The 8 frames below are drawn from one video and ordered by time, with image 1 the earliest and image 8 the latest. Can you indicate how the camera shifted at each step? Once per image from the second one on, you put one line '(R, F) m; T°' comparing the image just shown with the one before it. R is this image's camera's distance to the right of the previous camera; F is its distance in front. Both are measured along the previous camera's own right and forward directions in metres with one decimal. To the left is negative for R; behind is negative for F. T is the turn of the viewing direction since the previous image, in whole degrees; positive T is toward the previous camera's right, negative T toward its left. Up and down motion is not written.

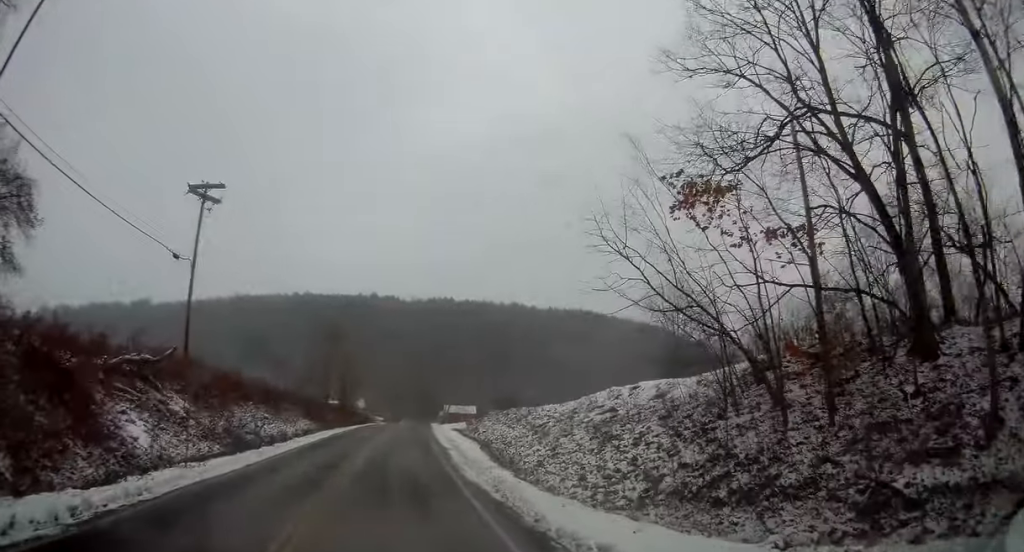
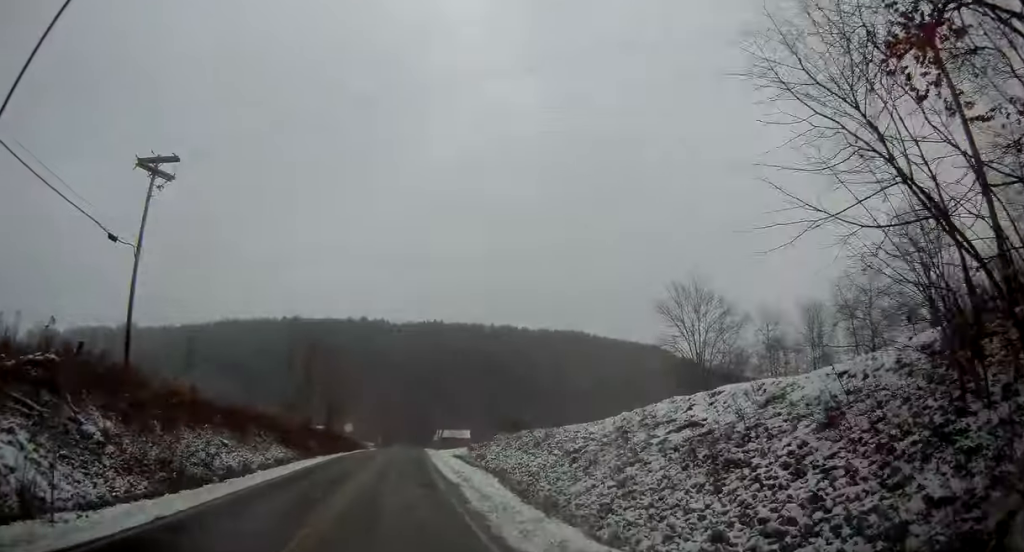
(+0.3, +7.5) m; +1°
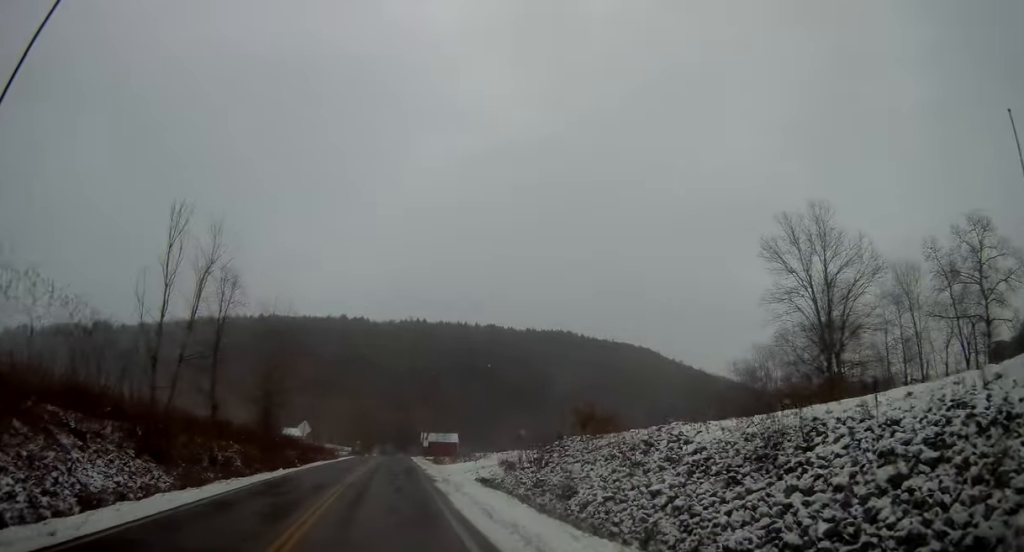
(-1.1, +22.1) m; 0°
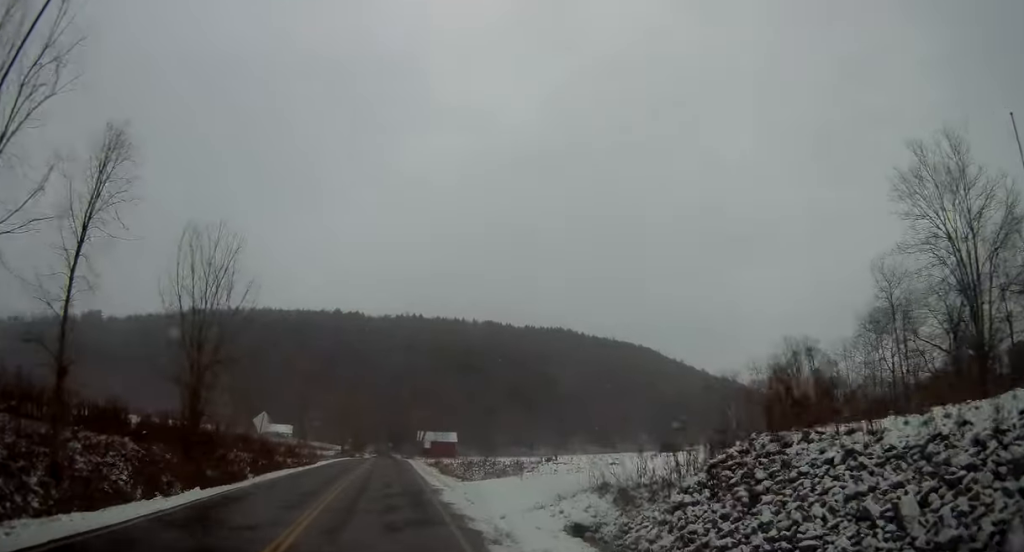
(+0.3, +14.4) m; -1°
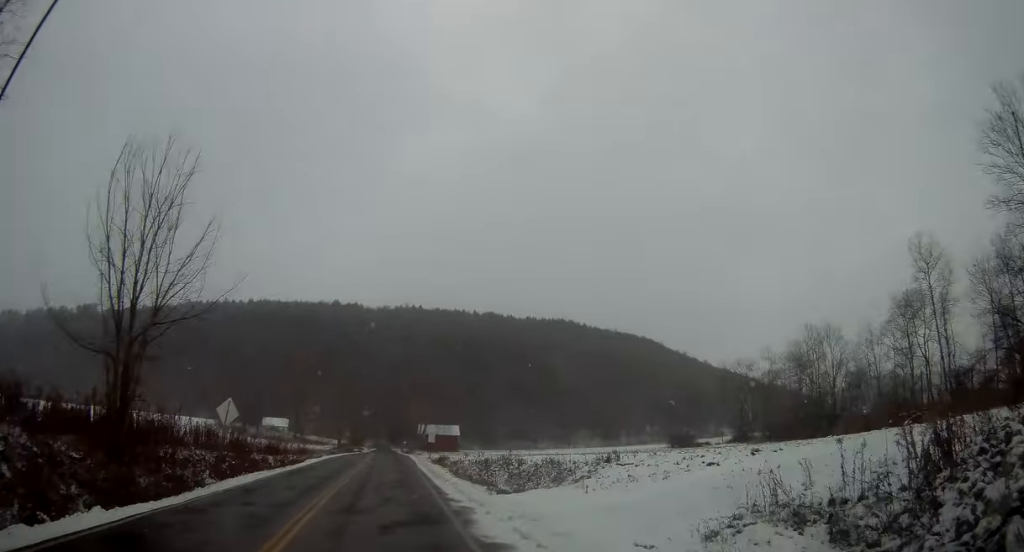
(-0.2, +7.6) m; -1°
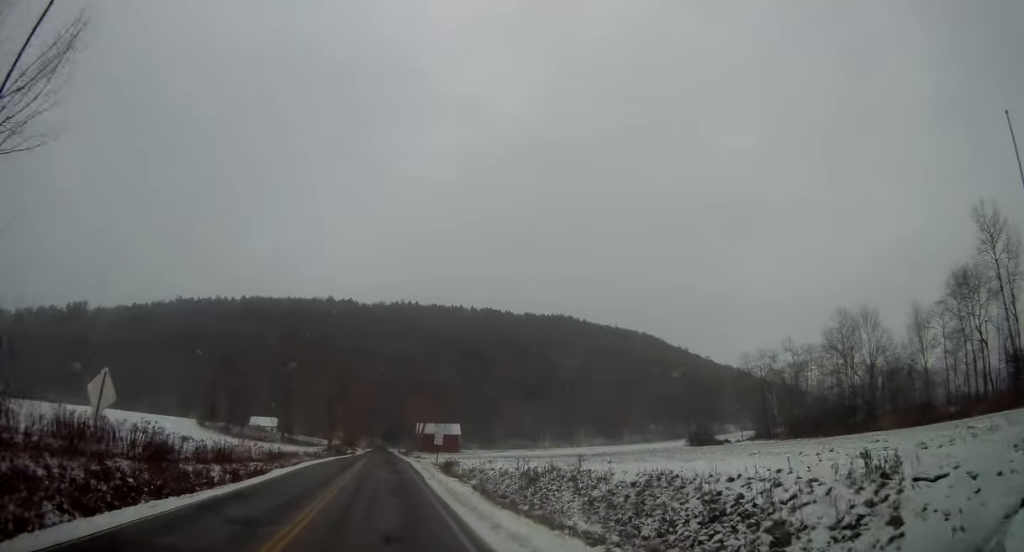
(0.0, +12.7) m; +2°
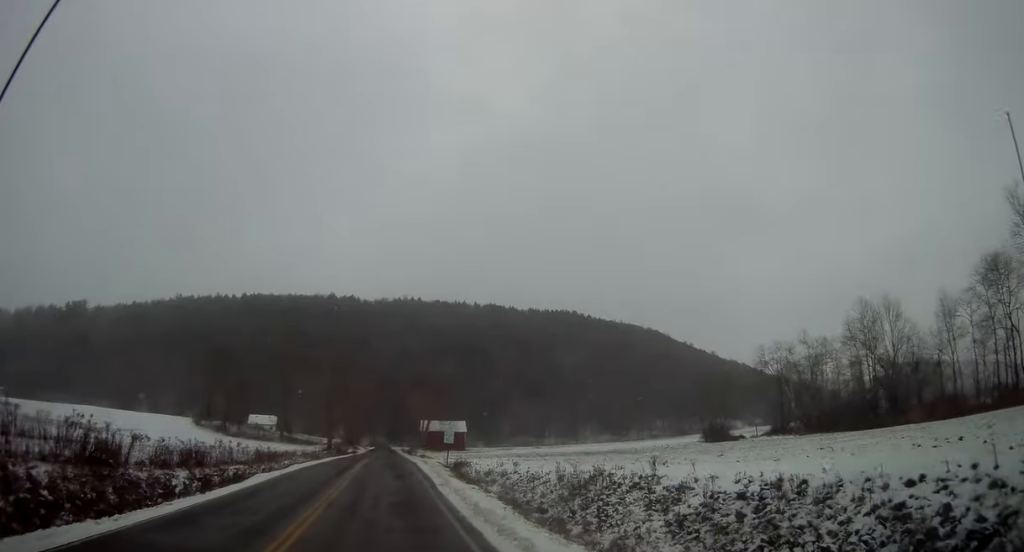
(+0.2, +5.6) m; +1°
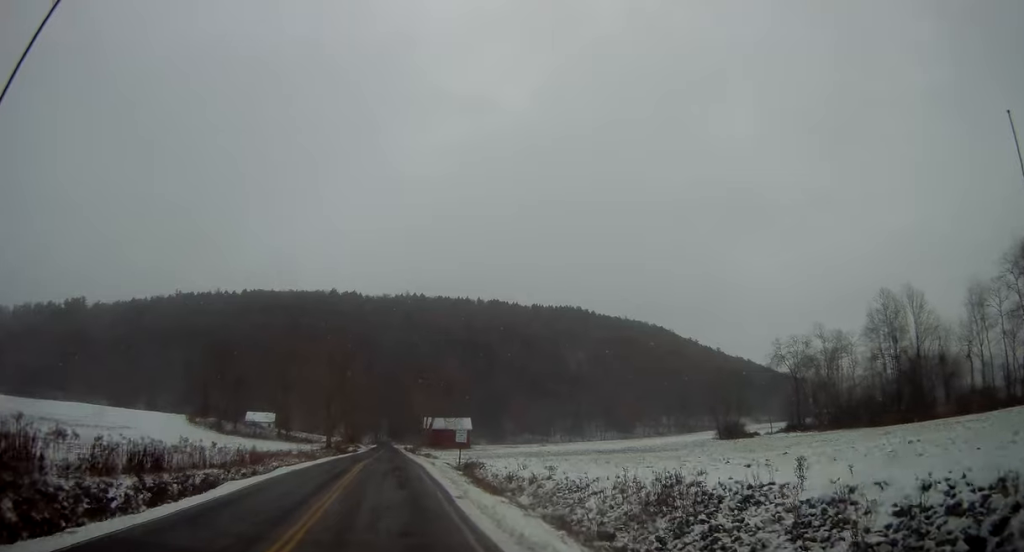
(+0.1, +5.7) m; +1°
